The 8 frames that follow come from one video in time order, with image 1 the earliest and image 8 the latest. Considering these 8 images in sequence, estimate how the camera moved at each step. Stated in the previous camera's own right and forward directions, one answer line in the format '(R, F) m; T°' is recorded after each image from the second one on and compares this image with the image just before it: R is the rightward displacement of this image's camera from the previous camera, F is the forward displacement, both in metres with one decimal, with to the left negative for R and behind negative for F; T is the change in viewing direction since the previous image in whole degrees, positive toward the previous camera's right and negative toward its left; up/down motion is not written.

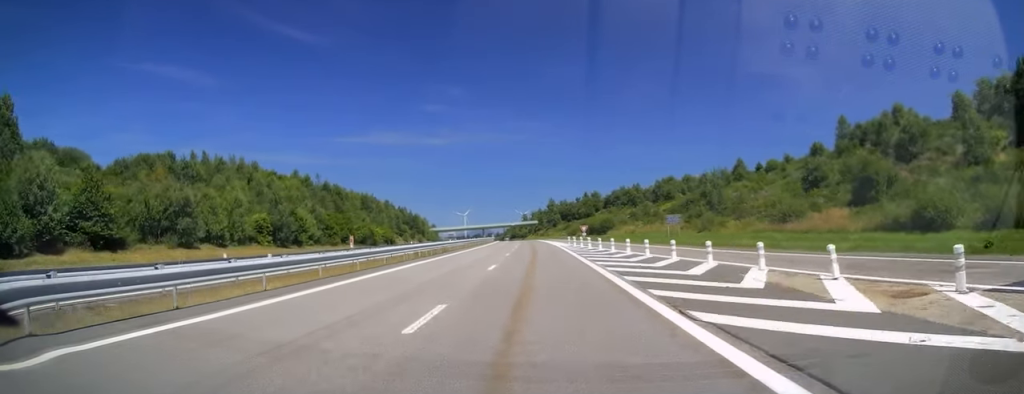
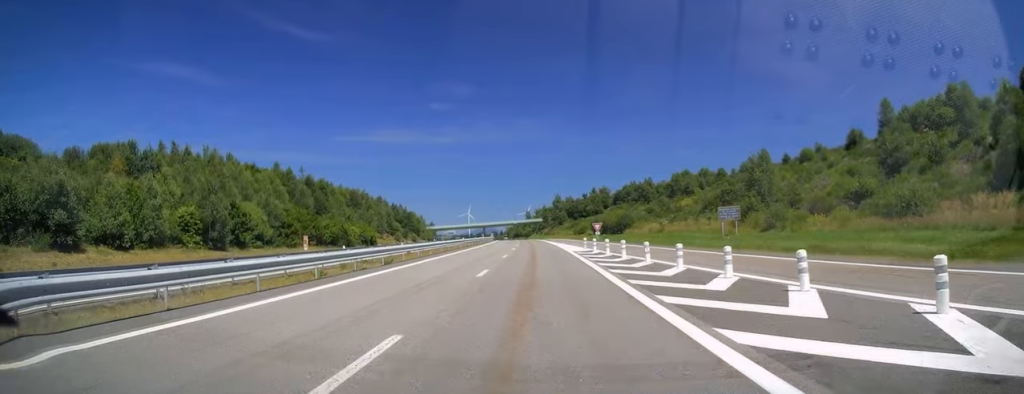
(-0.1, +16.4) m; 0°
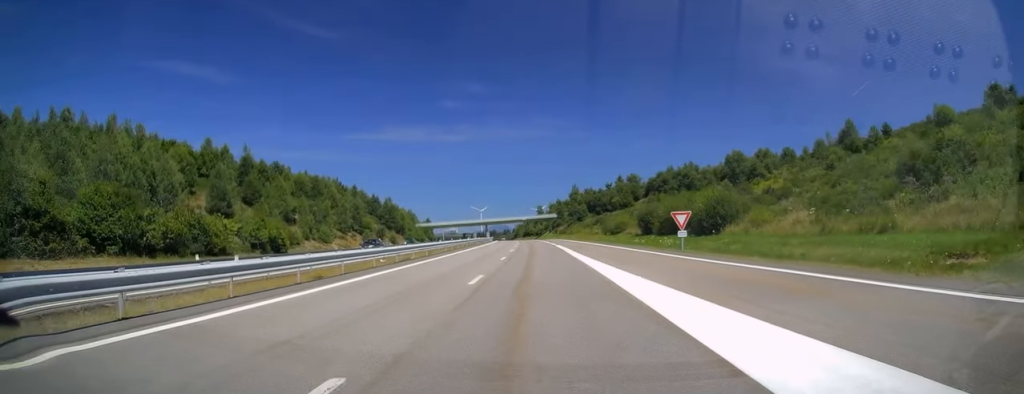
(-0.1, +41.5) m; -1°
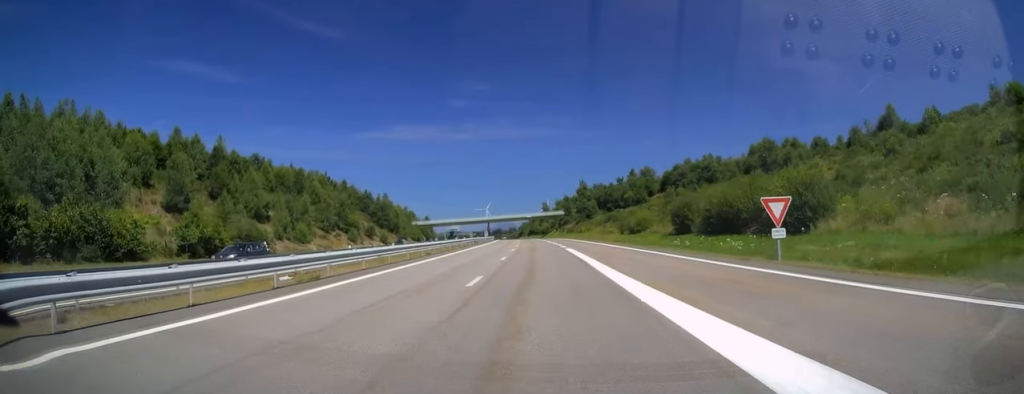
(0.0, +13.8) m; 0°
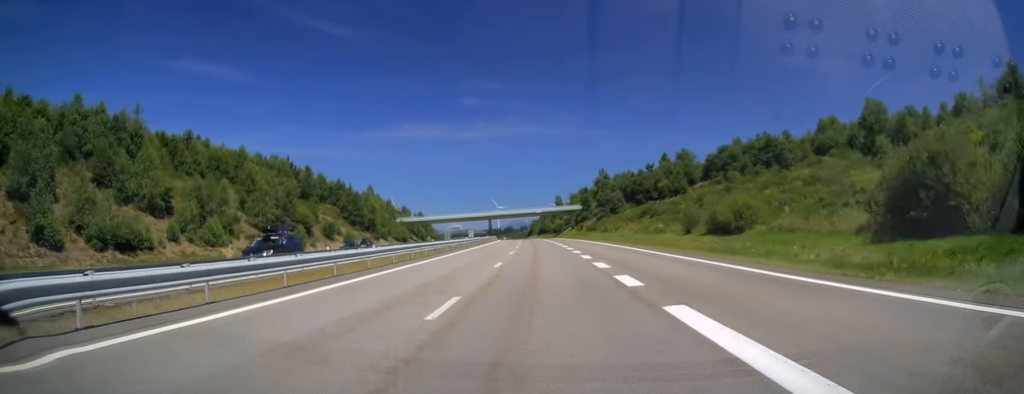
(-0.4, +31.7) m; -1°
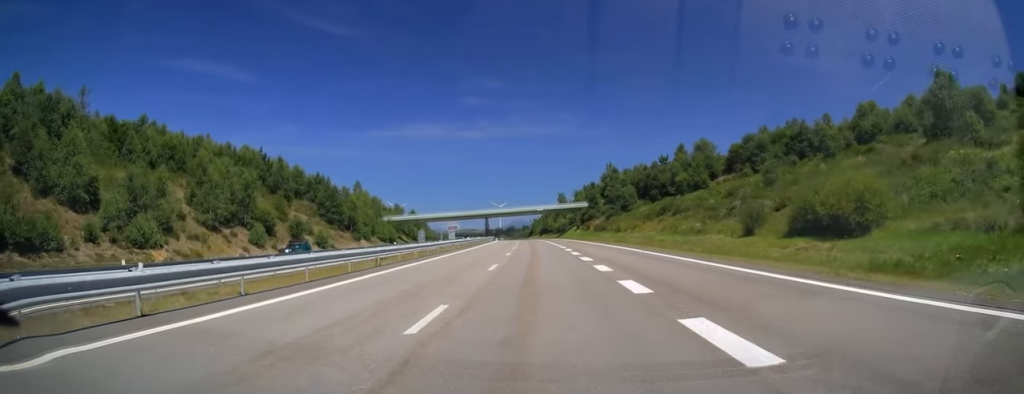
(0.0, +14.3) m; -1°
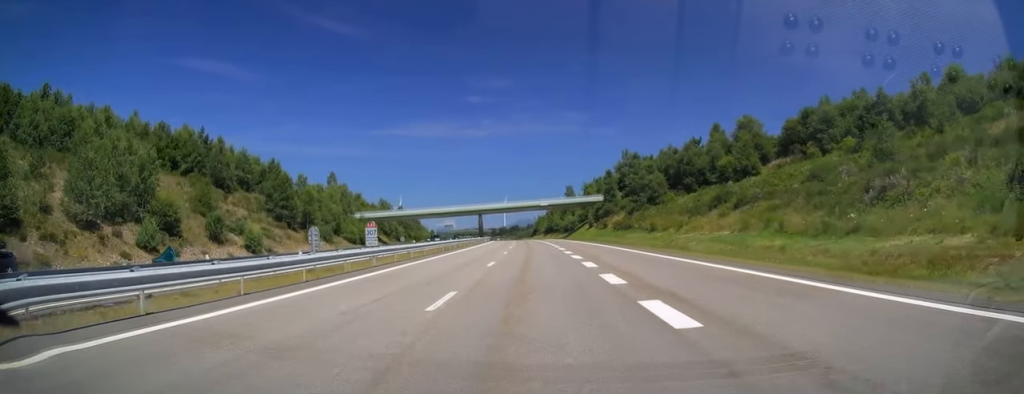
(-0.2, +23.7) m; -1°
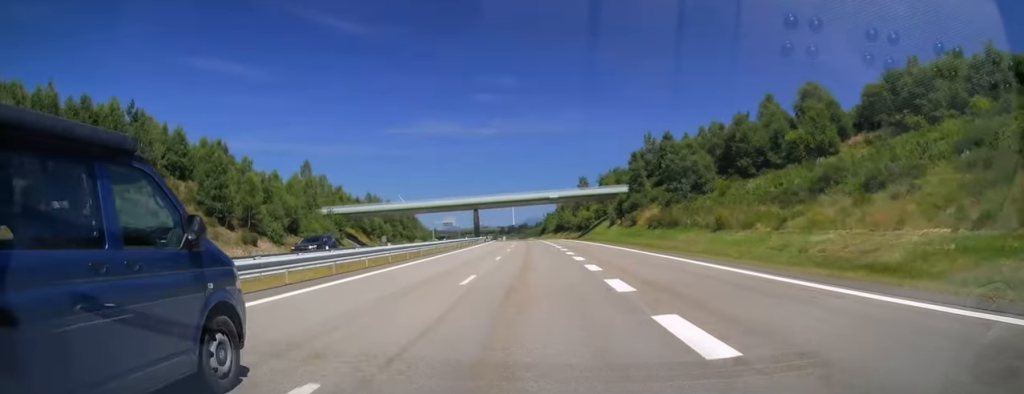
(-0.2, +21.3) m; -1°
